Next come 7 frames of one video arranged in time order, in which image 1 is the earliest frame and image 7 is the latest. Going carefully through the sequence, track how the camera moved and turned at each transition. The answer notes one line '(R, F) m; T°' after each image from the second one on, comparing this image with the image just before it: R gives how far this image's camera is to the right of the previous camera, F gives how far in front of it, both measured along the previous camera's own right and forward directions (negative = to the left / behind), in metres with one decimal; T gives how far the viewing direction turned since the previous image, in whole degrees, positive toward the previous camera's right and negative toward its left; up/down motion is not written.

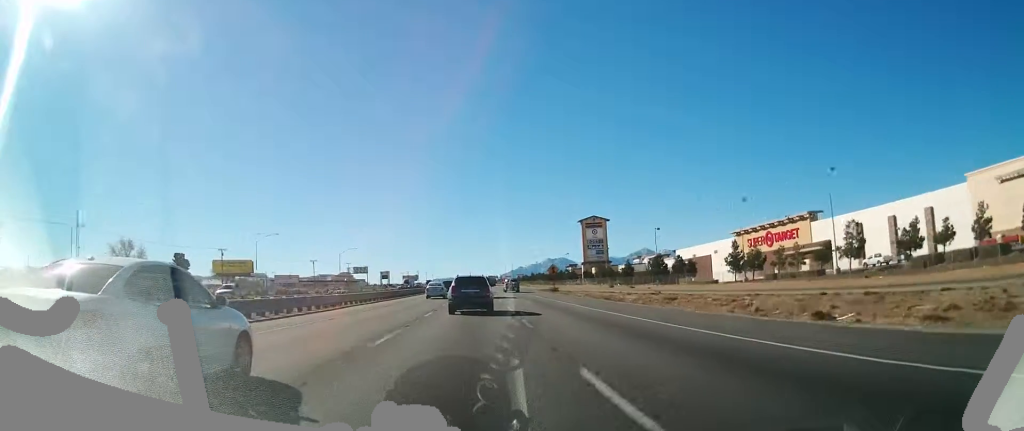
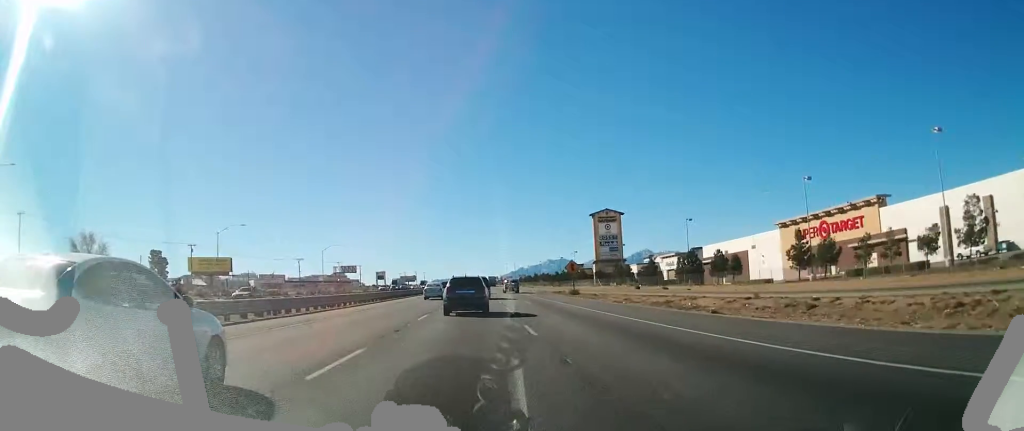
(-0.2, +19.2) m; 0°
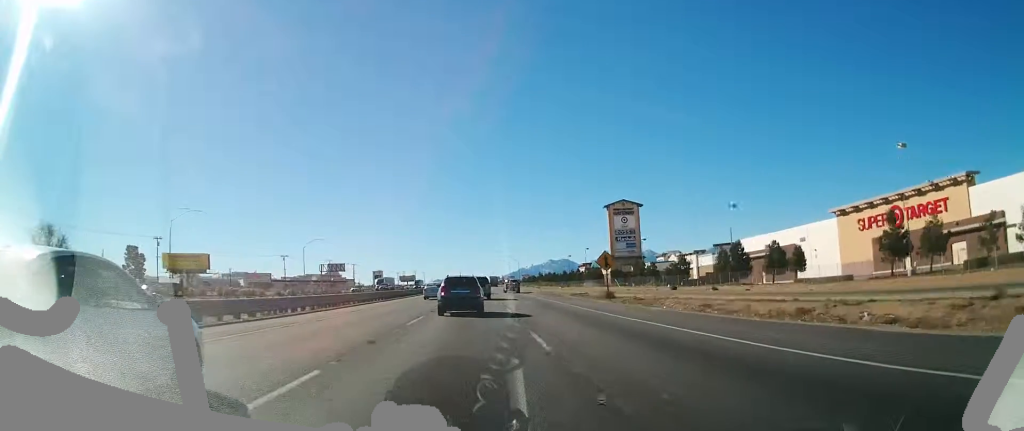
(+0.4, +18.1) m; 0°
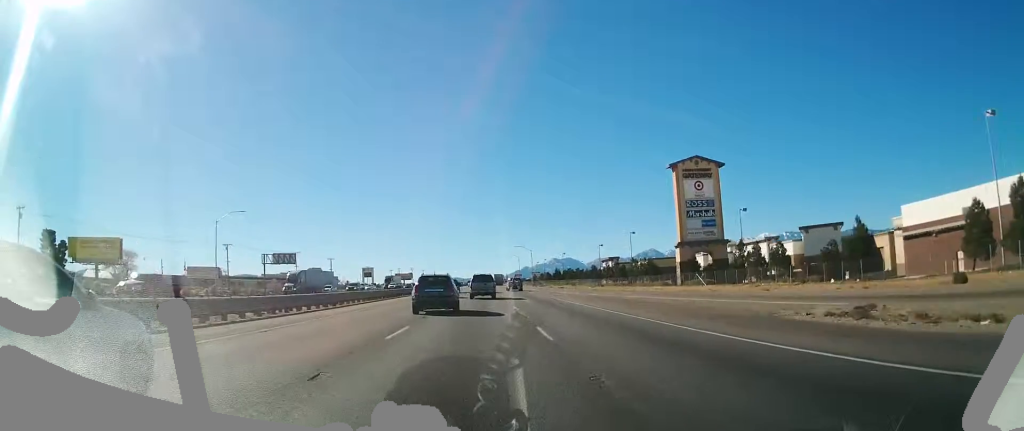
(-0.5, +49.8) m; -1°
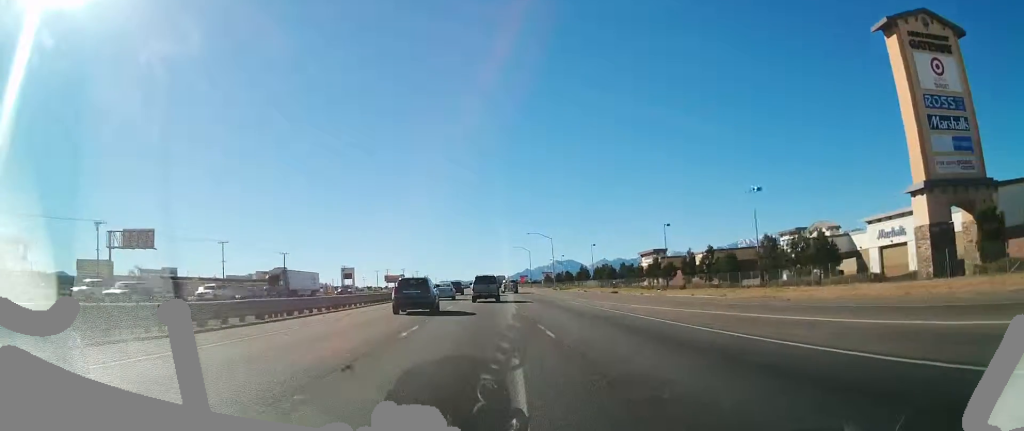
(+0.3, +58.6) m; 0°
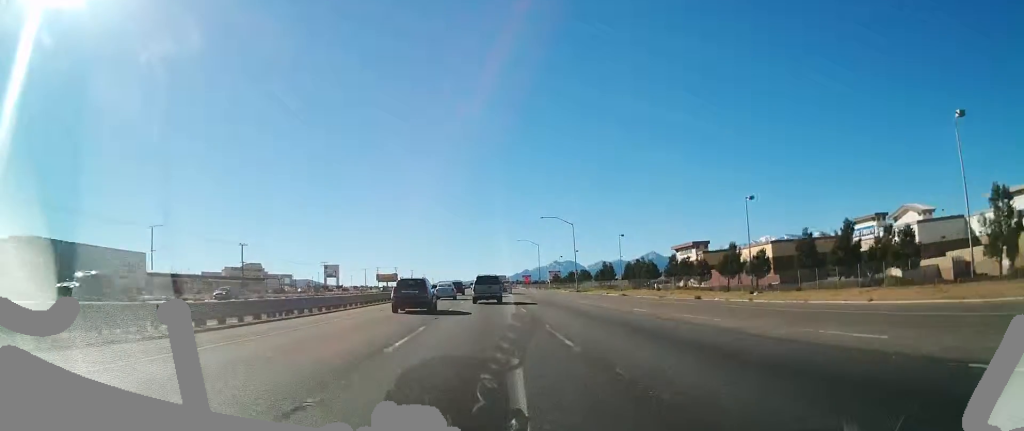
(-0.3, +32.7) m; 0°
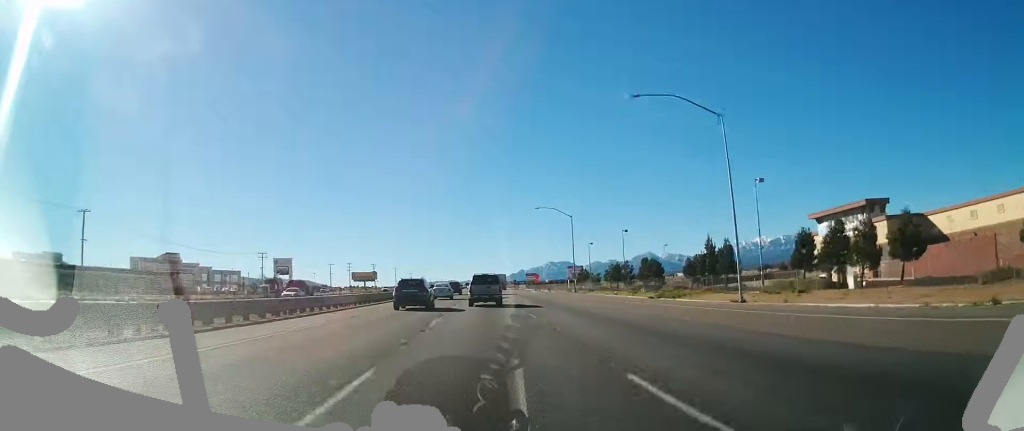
(+0.2, +66.0) m; 0°
